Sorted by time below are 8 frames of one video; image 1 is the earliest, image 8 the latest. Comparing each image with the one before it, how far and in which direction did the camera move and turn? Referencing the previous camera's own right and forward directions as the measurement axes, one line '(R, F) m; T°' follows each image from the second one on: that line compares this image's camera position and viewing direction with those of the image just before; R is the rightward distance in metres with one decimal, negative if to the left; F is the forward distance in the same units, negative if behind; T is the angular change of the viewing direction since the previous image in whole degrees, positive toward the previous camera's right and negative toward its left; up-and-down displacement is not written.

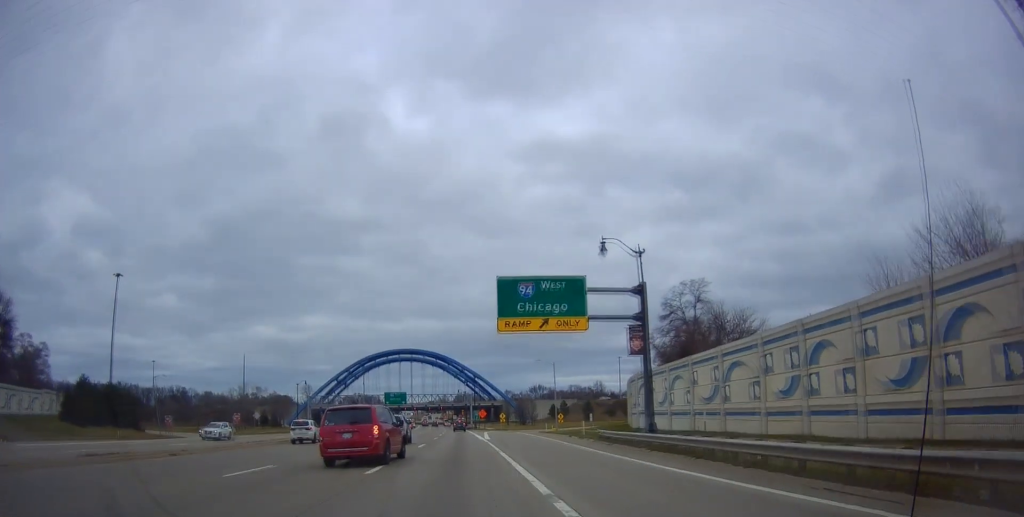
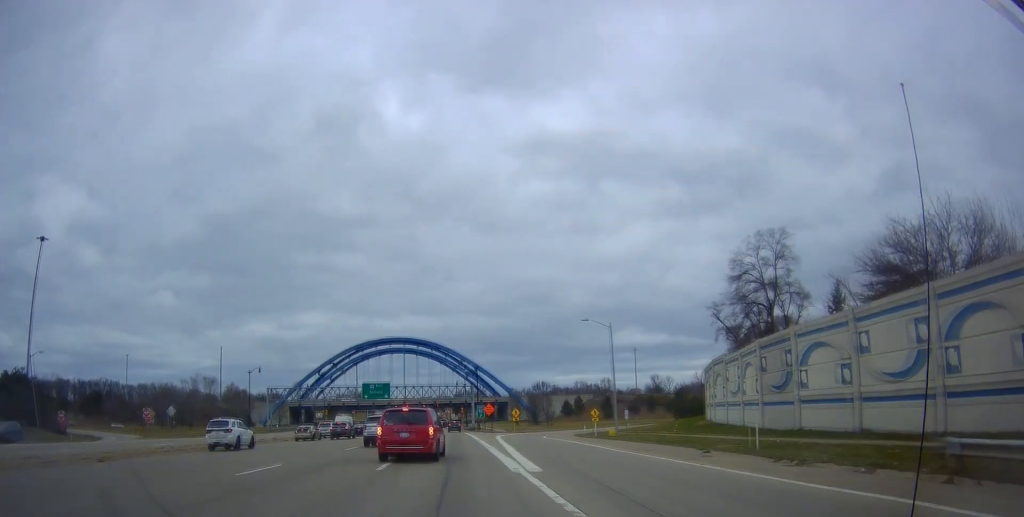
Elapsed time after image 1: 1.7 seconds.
(-0.6, +30.9) m; -1°
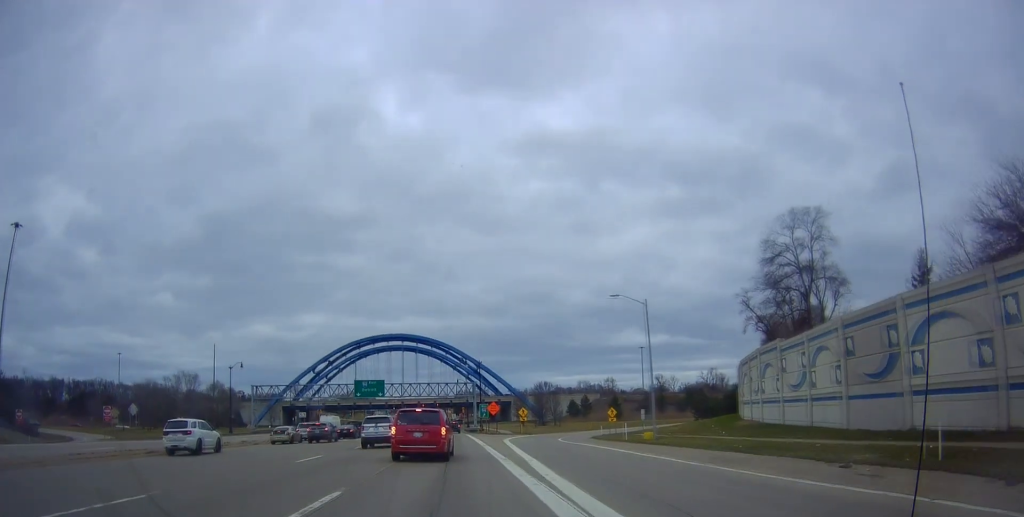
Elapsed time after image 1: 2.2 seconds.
(+0.2, +9.3) m; -1°
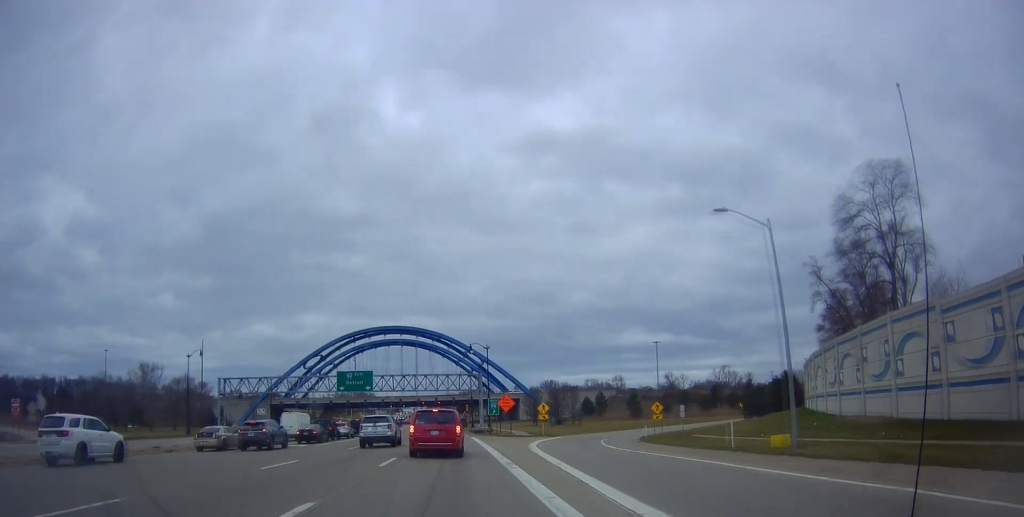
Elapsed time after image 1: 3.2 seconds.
(-0.1, +17.1) m; -1°
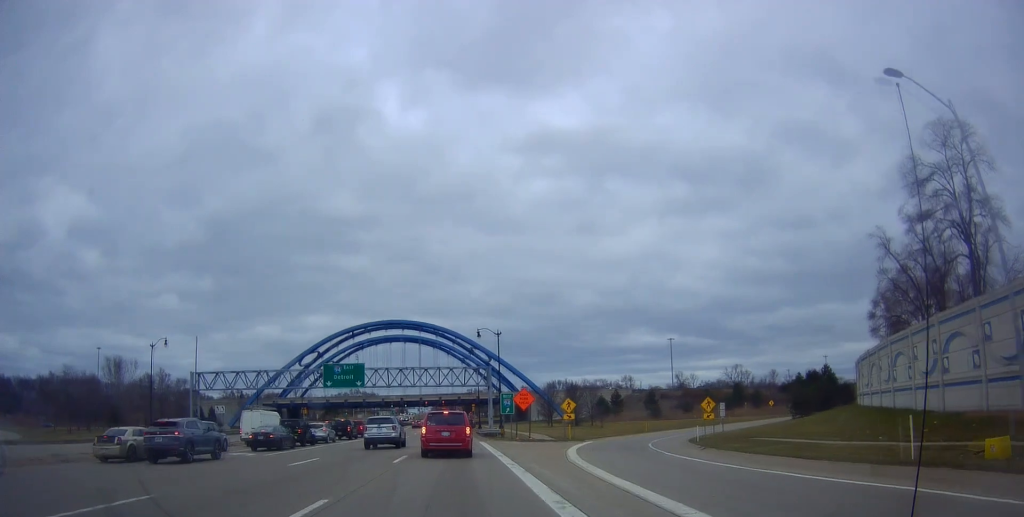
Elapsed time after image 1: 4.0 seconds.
(-0.3, +12.2) m; 0°
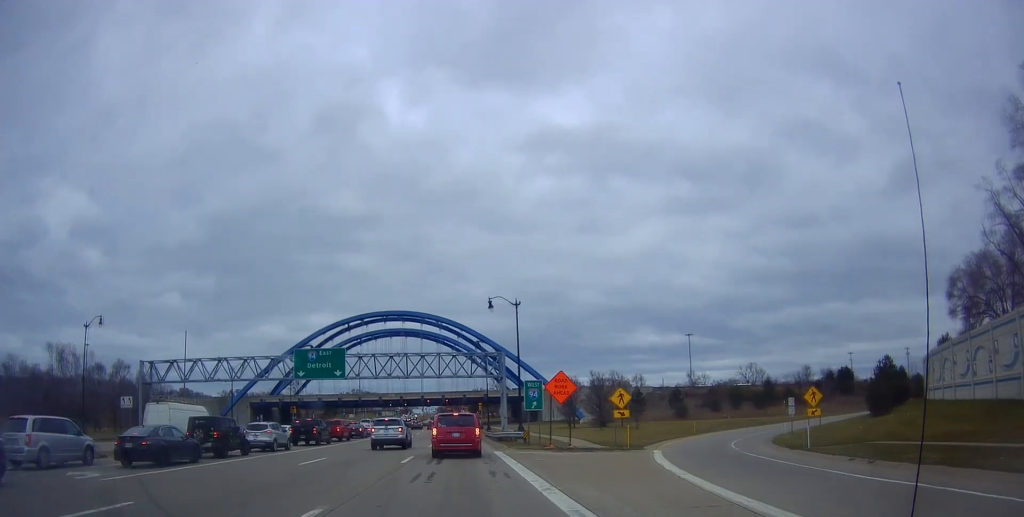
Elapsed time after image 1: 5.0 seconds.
(+0.5, +15.9) m; 0°
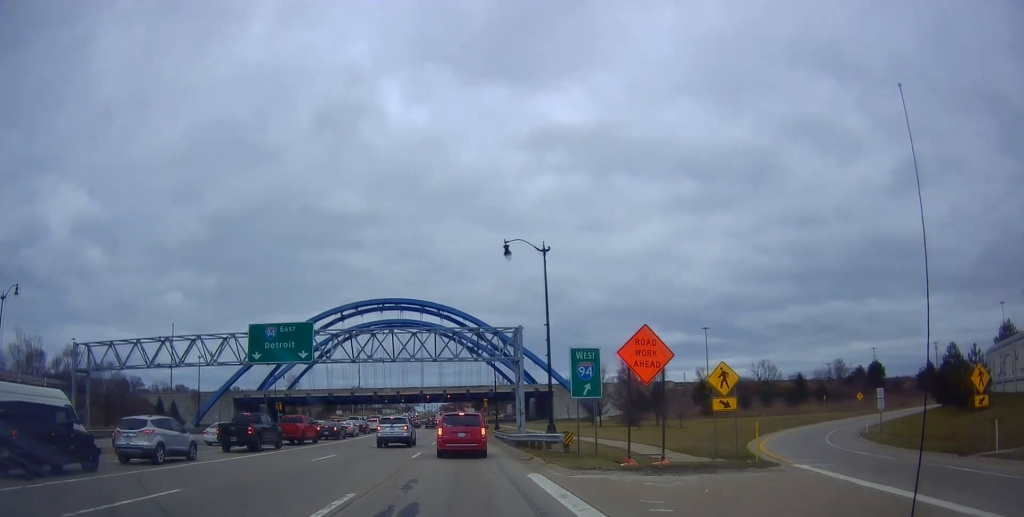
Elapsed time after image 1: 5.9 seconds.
(-0.6, +14.4) m; -2°
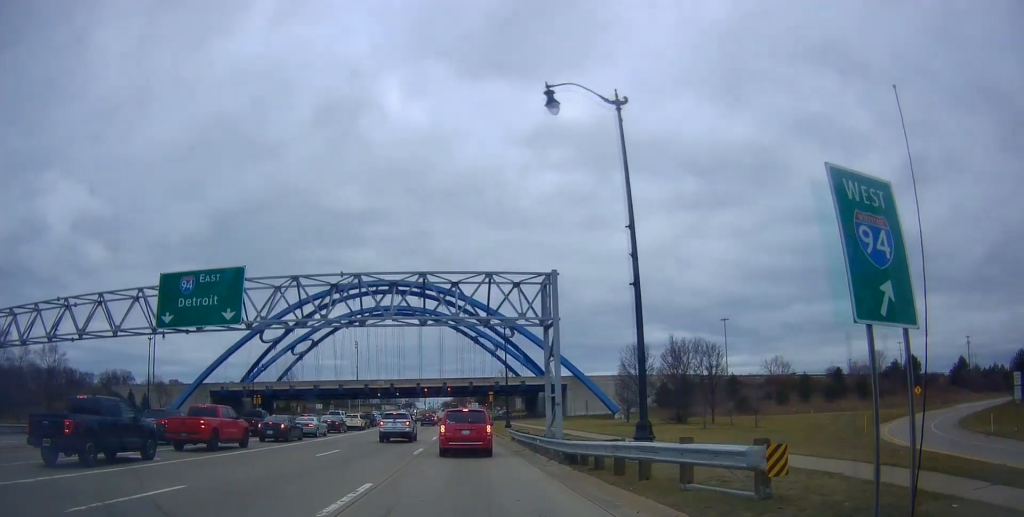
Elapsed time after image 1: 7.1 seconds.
(+0.2, +16.1) m; +1°
